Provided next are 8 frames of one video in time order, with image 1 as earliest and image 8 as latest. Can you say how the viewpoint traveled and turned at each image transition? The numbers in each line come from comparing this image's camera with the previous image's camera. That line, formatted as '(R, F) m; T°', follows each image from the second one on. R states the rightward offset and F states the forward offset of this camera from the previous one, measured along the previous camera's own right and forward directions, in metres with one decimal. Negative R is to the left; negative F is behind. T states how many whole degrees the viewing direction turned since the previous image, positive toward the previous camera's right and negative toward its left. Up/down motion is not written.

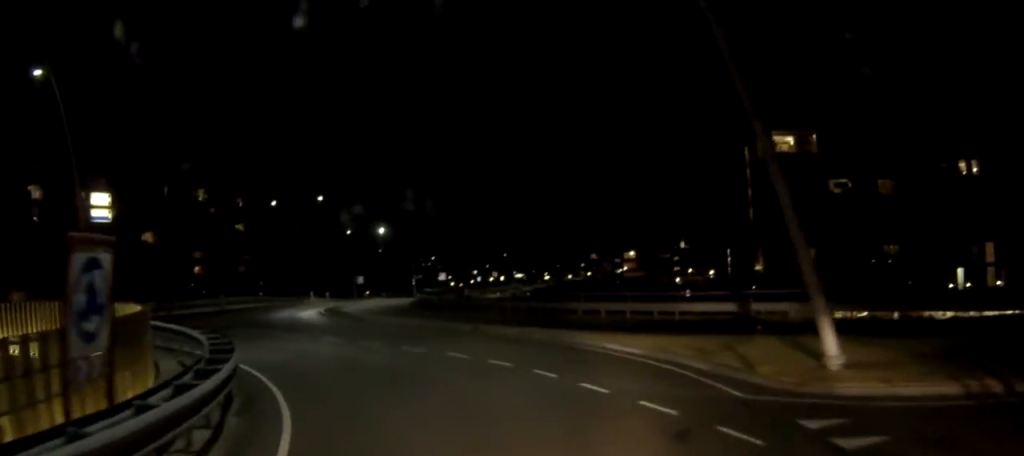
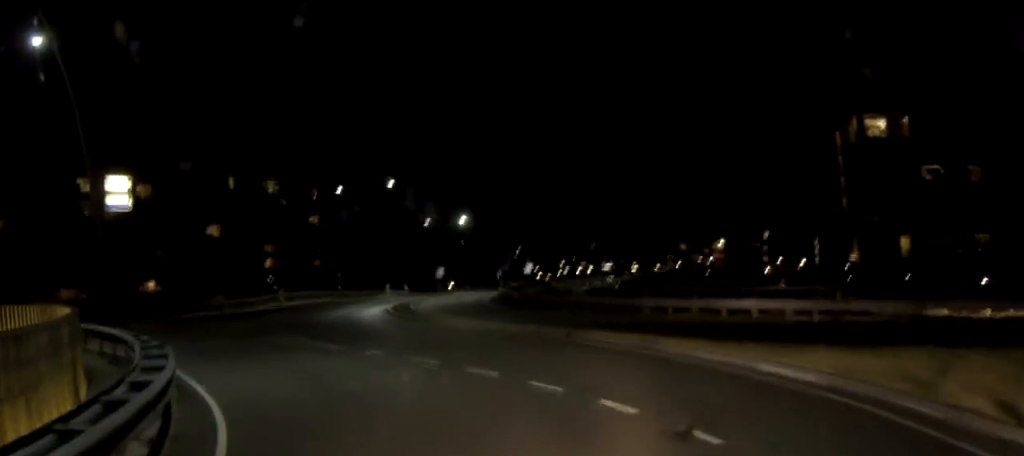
(-0.2, +5.5) m; -8°
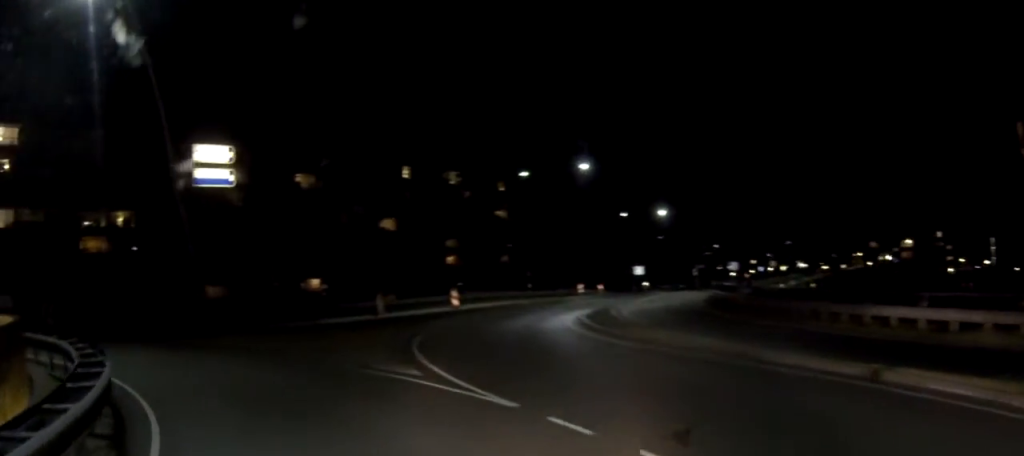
(-1.0, +7.5) m; -16°
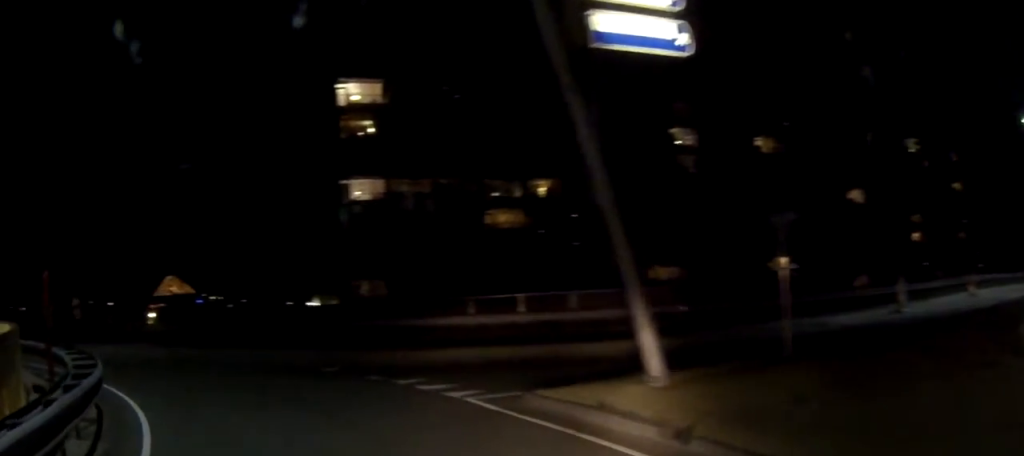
(-3.6, +12.7) m; -32°
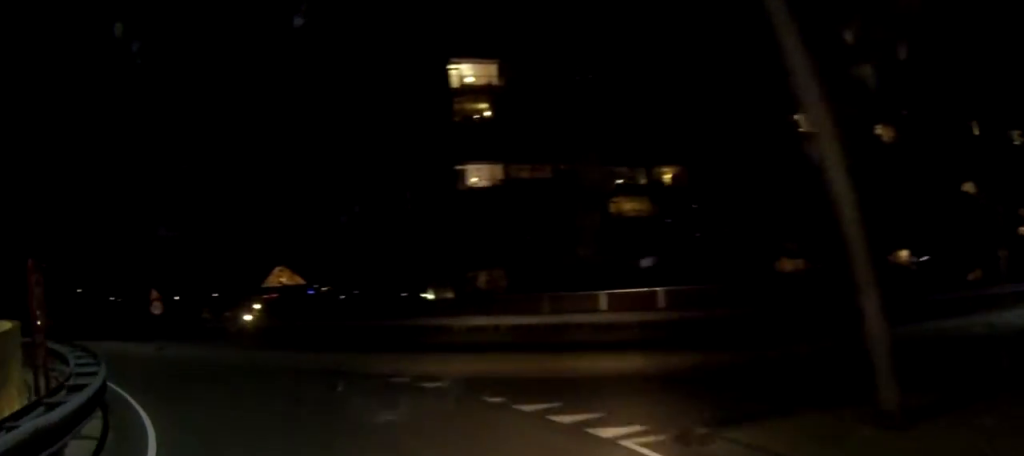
(-0.1, +3.5) m; -9°
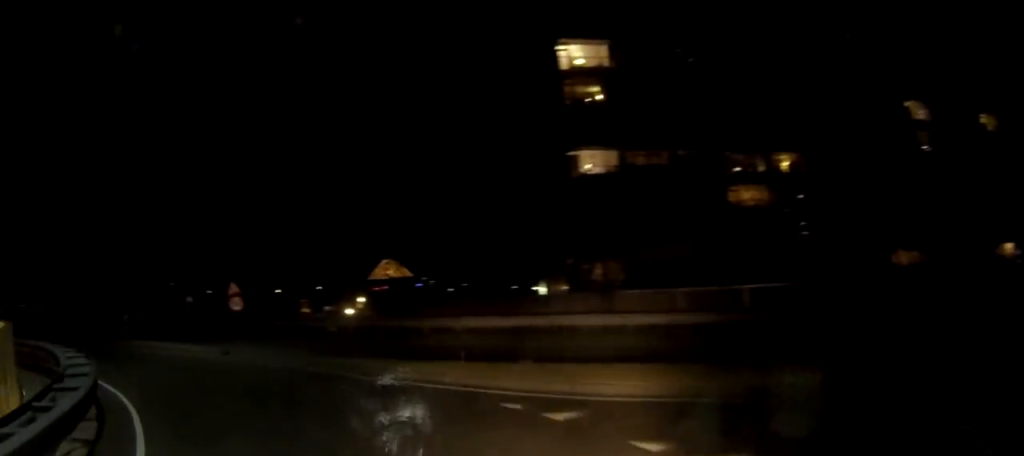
(-0.5, +3.5) m; -10°
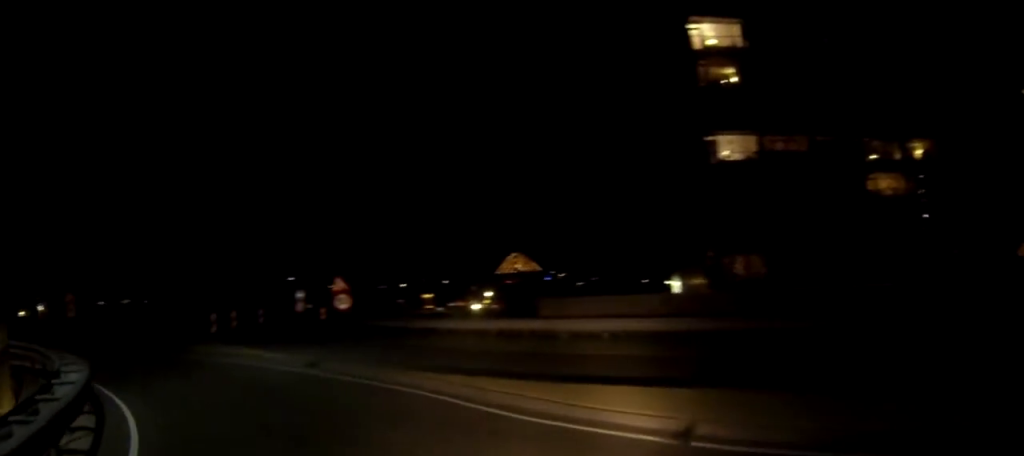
(-0.2, +3.9) m; -12°
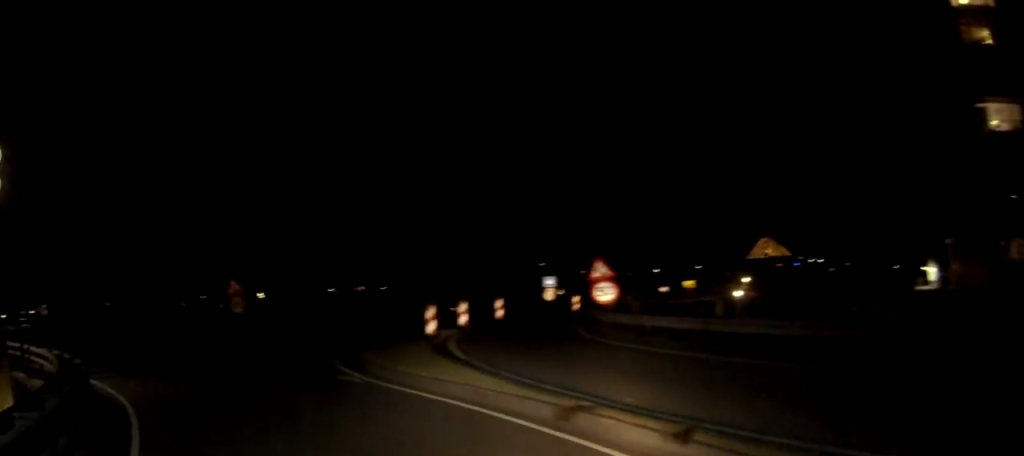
(-1.6, +7.0) m; -21°
